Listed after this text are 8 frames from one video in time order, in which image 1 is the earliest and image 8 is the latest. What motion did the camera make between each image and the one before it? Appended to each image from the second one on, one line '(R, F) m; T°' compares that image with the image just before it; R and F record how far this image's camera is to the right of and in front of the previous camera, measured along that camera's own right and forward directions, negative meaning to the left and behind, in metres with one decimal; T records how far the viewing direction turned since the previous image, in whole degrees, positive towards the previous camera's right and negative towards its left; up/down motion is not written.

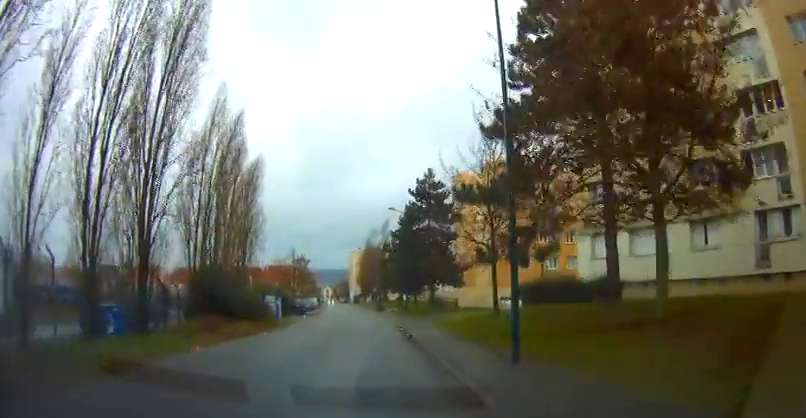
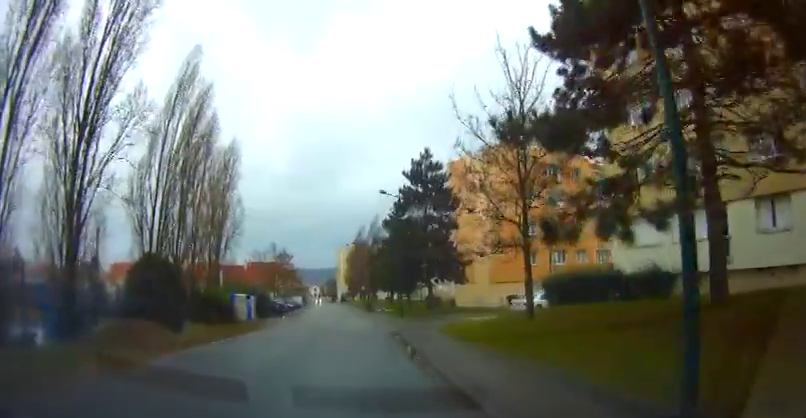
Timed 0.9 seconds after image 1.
(-0.1, +5.9) m; +1°
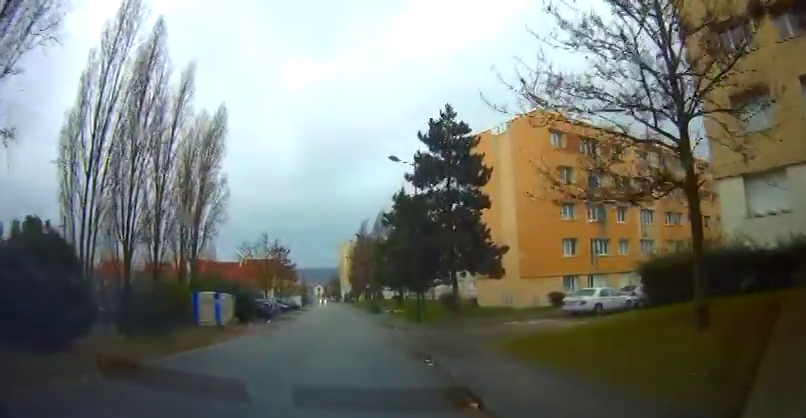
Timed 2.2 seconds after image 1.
(+0.2, +7.7) m; +1°
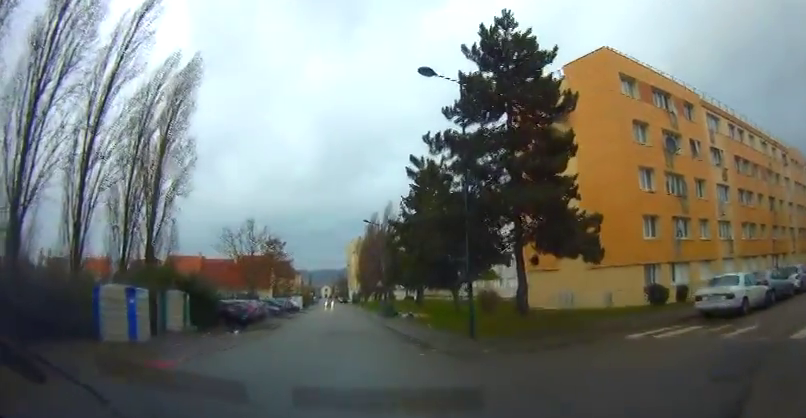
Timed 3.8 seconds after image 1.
(-0.1, +8.5) m; -2°
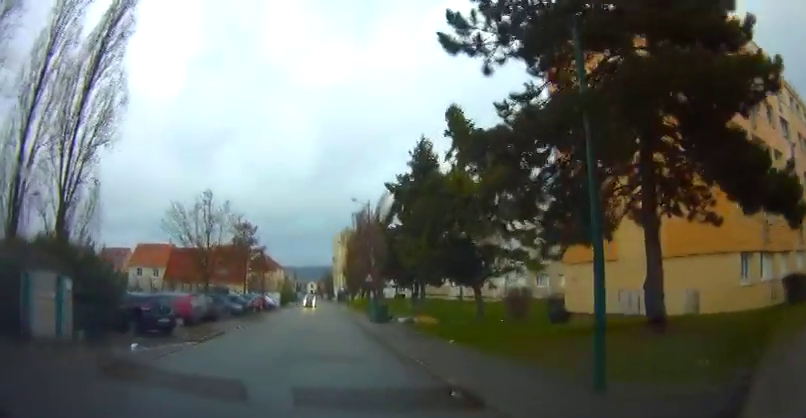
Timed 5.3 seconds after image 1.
(0.0, +9.5) m; +1°
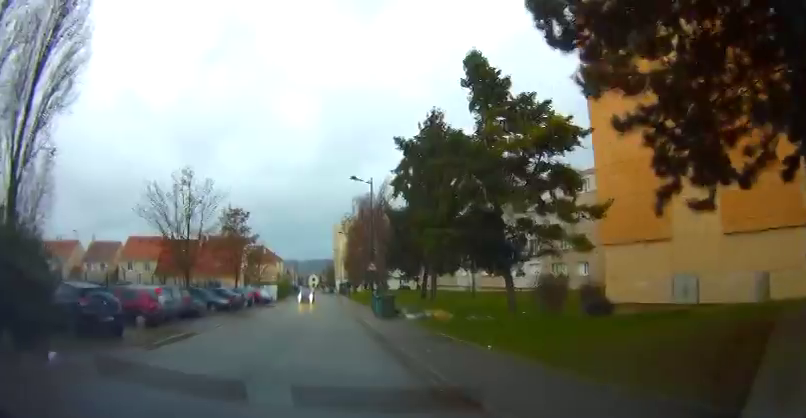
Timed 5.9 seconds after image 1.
(+0.1, +4.2) m; 0°
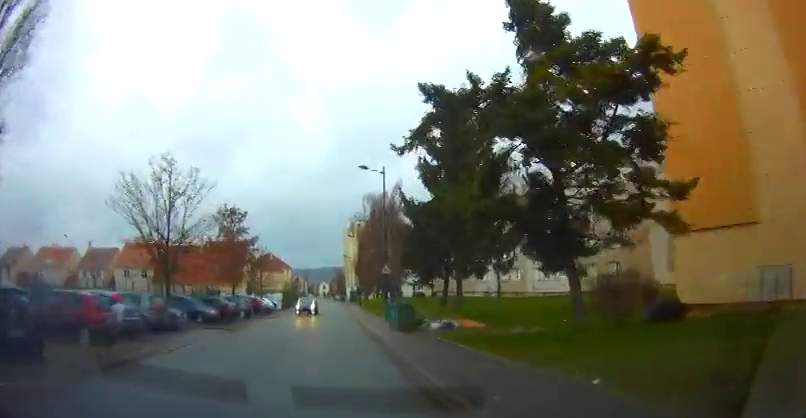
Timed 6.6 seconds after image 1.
(-0.1, +4.6) m; -2°
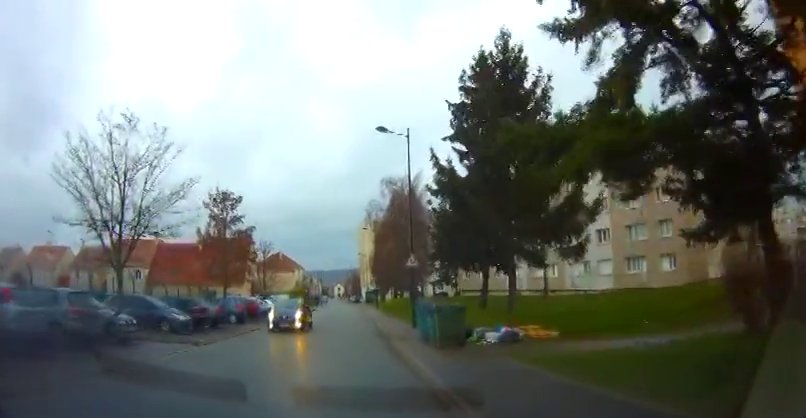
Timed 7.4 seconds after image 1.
(-0.1, +6.4) m; -1°
